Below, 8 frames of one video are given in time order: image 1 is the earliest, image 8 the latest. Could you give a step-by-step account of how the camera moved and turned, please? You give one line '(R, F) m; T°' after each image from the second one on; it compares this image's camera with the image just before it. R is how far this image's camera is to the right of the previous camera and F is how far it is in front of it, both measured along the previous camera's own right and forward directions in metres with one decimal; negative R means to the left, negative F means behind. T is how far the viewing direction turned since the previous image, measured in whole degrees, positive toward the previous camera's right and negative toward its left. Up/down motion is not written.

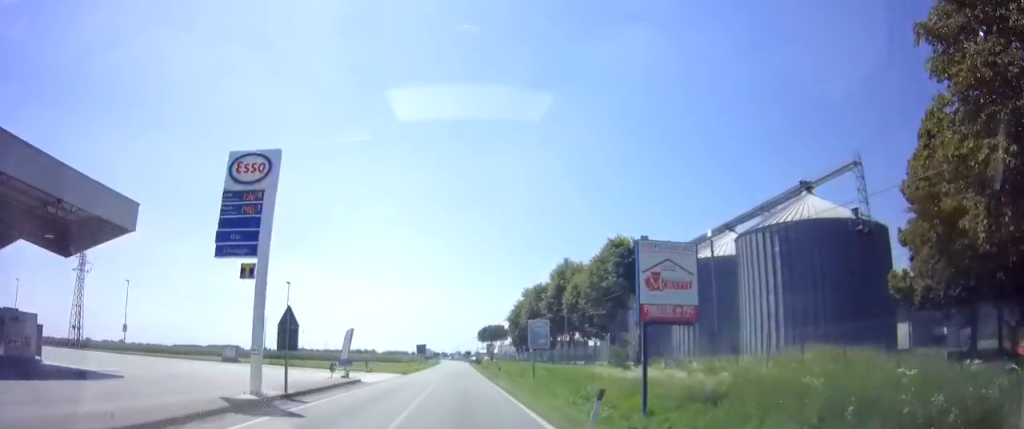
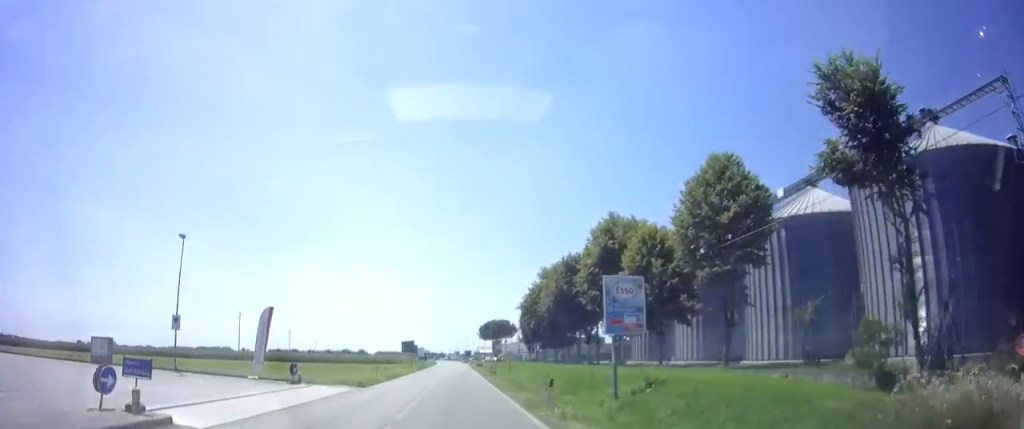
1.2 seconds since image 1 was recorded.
(-0.2, +20.5) m; 0°
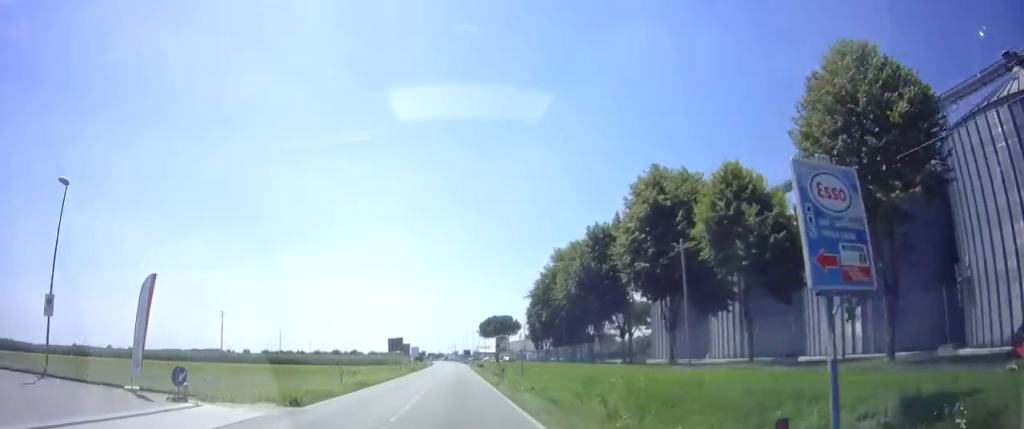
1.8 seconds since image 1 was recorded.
(0.0, +11.2) m; 0°
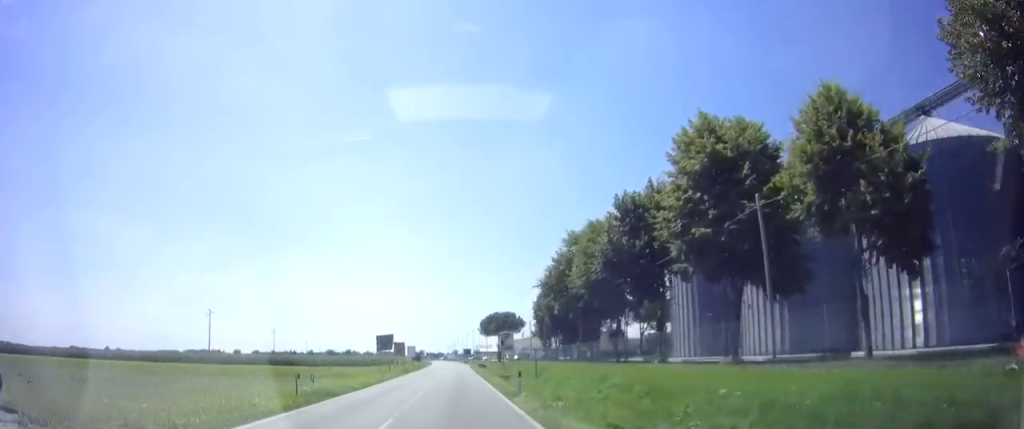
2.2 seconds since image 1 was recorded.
(+0.1, +7.7) m; 0°
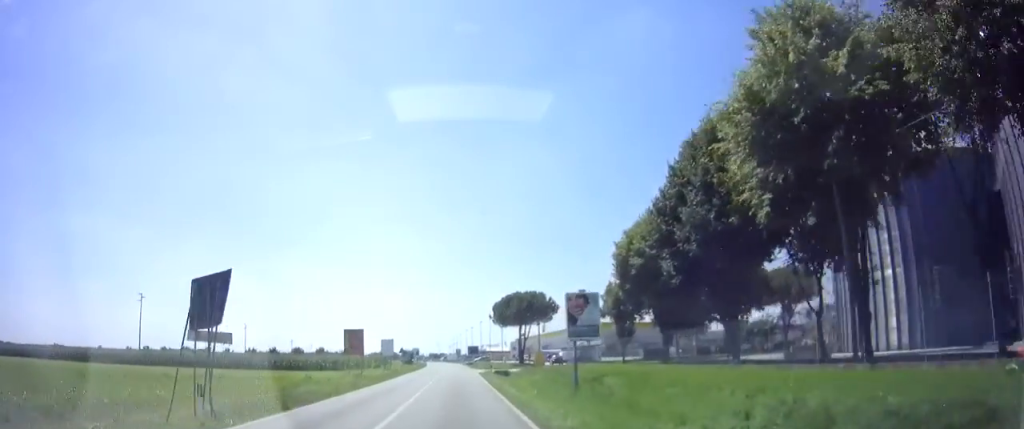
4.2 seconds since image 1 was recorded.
(+0.4, +35.7) m; +1°
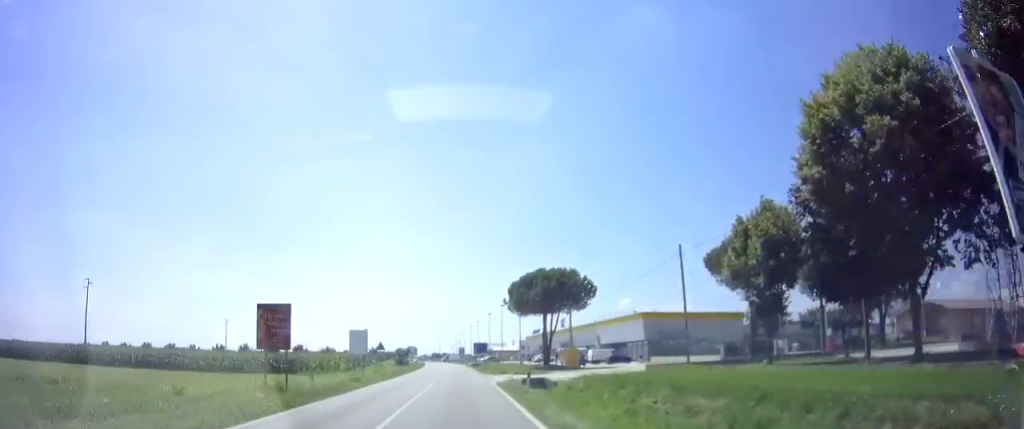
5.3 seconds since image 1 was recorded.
(-0.2, +19.7) m; -1°
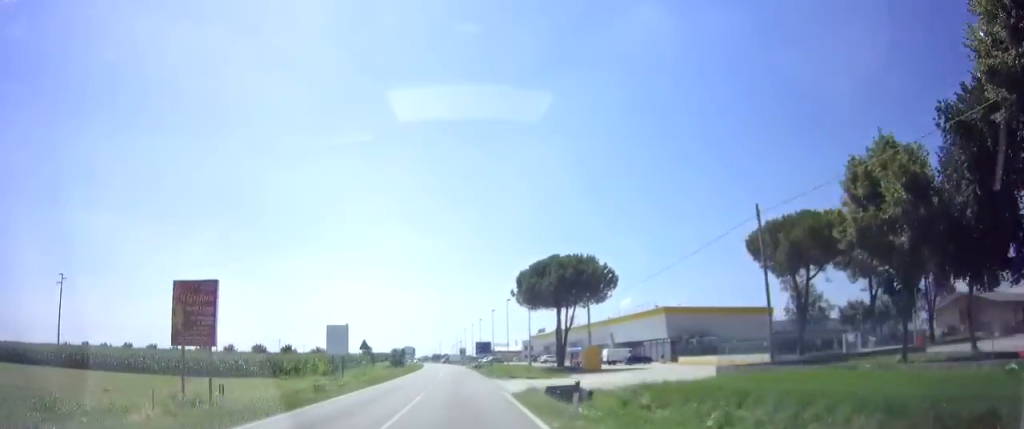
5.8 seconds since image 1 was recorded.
(0.0, +7.8) m; 0°
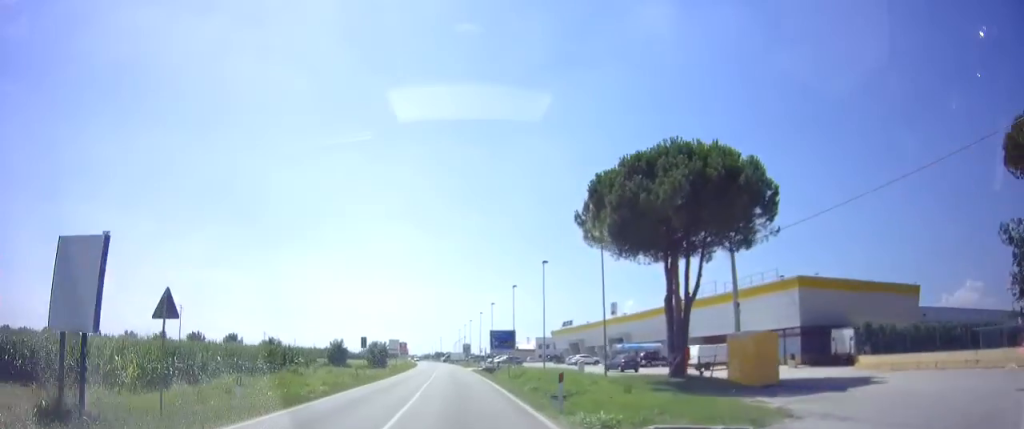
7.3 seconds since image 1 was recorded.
(-0.1, +26.8) m; 0°
